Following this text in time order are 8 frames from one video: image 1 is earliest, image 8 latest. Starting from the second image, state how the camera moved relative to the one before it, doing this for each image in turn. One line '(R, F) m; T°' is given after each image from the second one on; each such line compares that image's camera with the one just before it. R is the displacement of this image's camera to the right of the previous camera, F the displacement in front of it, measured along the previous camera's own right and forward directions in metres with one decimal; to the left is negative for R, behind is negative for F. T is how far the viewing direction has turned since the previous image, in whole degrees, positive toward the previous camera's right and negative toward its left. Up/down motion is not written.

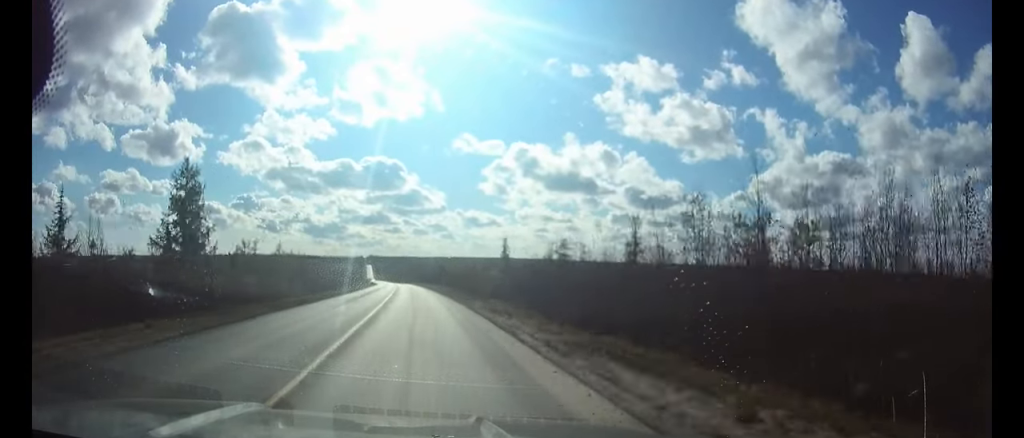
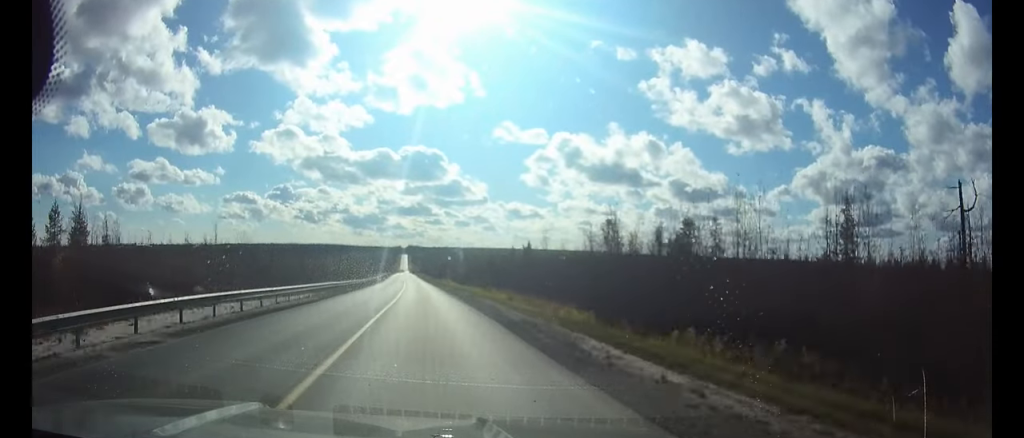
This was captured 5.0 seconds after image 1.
(-4.6, +133.9) m; -4°
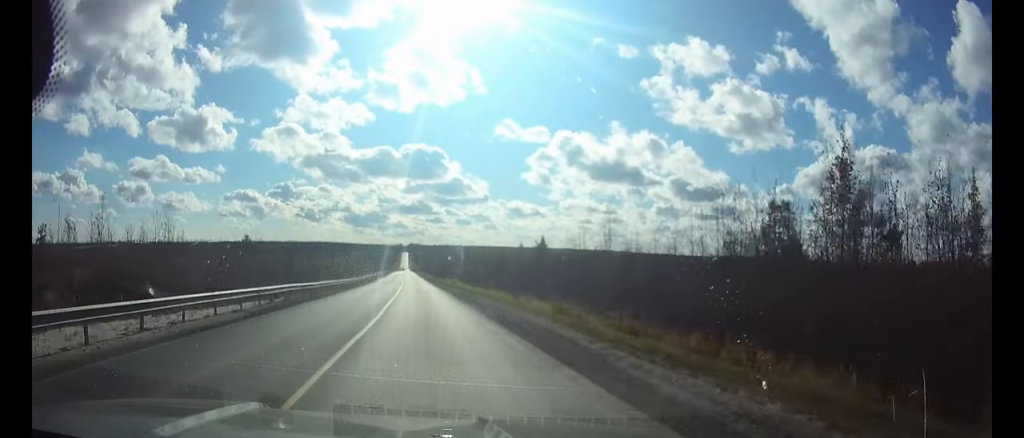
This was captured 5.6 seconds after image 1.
(0.0, +14.9) m; 0°
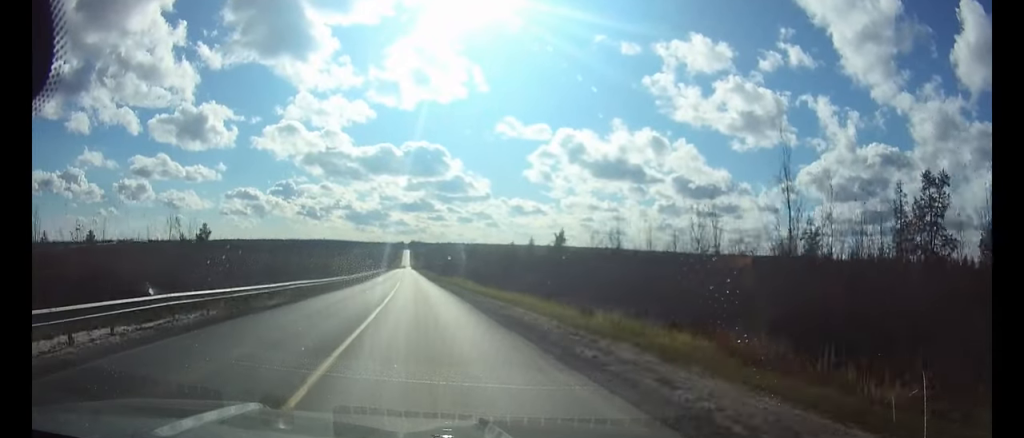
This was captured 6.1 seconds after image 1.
(-0.1, +15.5) m; 0°
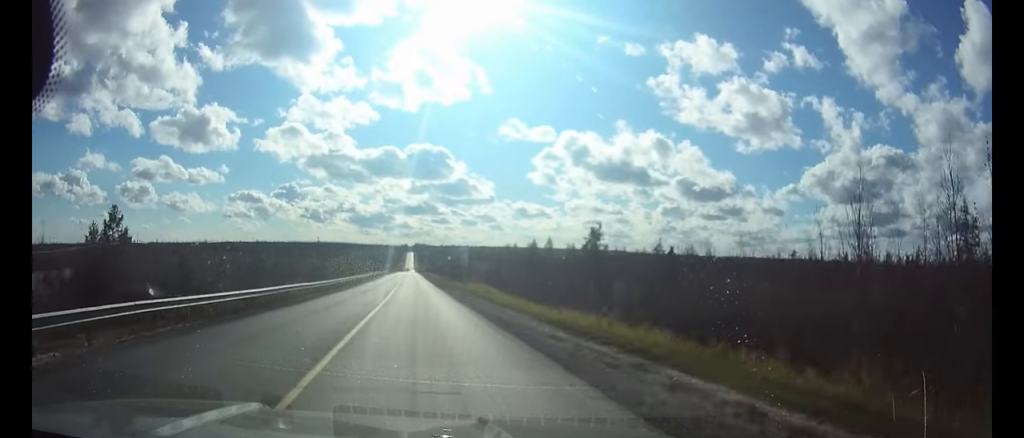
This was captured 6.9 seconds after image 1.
(0.0, +19.1) m; 0°
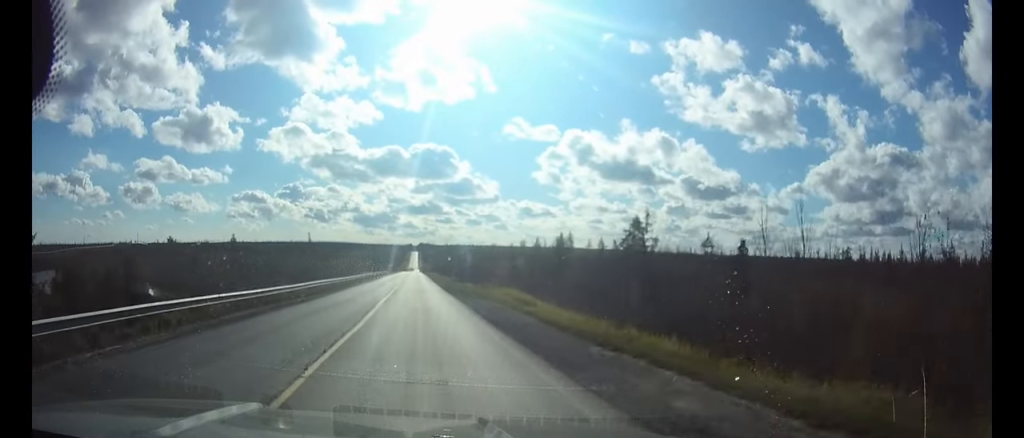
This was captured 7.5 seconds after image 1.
(-0.1, +16.5) m; 0°
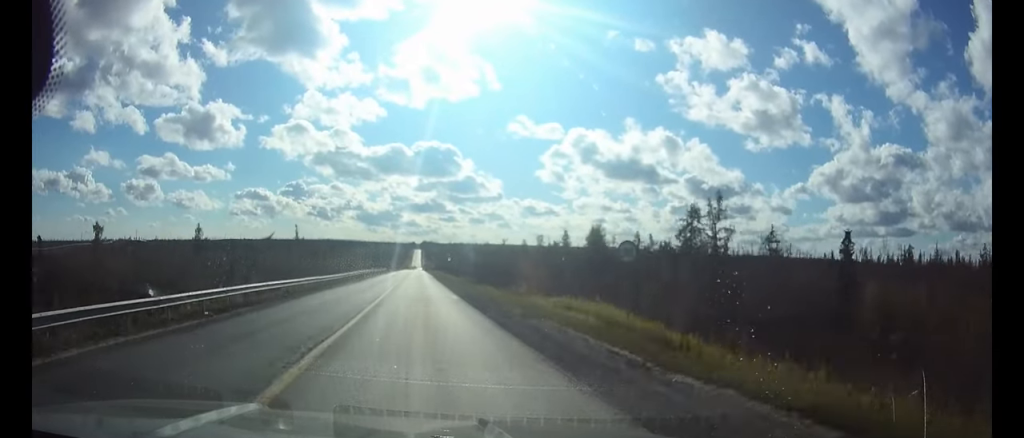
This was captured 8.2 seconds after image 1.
(0.0, +16.5) m; 0°
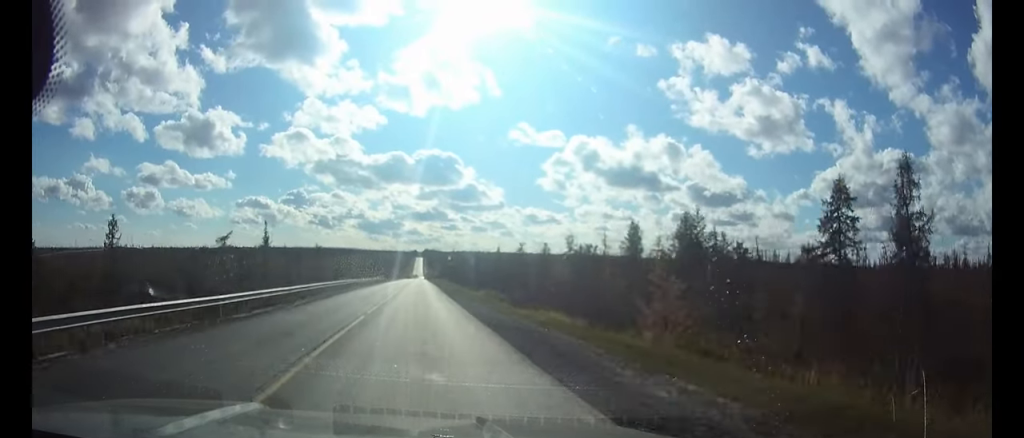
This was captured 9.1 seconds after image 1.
(-0.1, +25.4) m; 0°
